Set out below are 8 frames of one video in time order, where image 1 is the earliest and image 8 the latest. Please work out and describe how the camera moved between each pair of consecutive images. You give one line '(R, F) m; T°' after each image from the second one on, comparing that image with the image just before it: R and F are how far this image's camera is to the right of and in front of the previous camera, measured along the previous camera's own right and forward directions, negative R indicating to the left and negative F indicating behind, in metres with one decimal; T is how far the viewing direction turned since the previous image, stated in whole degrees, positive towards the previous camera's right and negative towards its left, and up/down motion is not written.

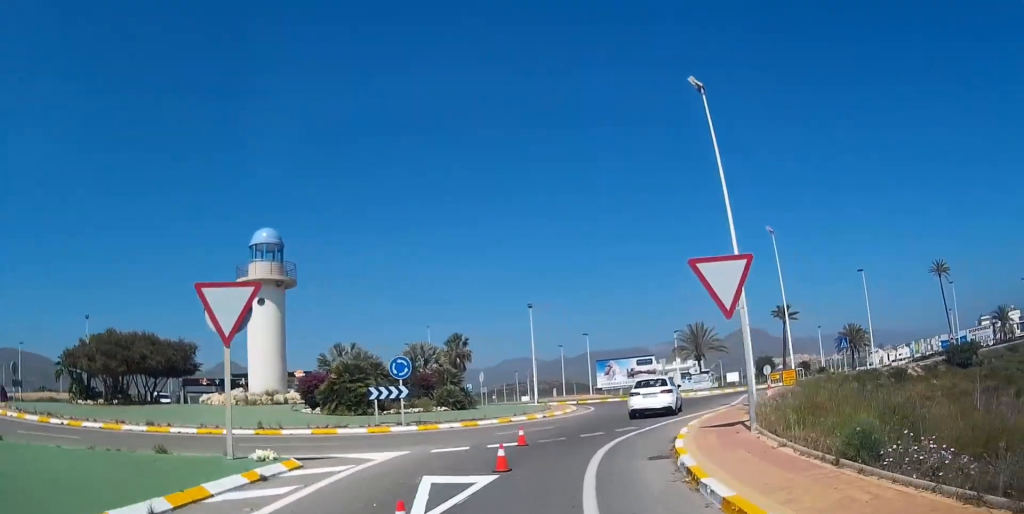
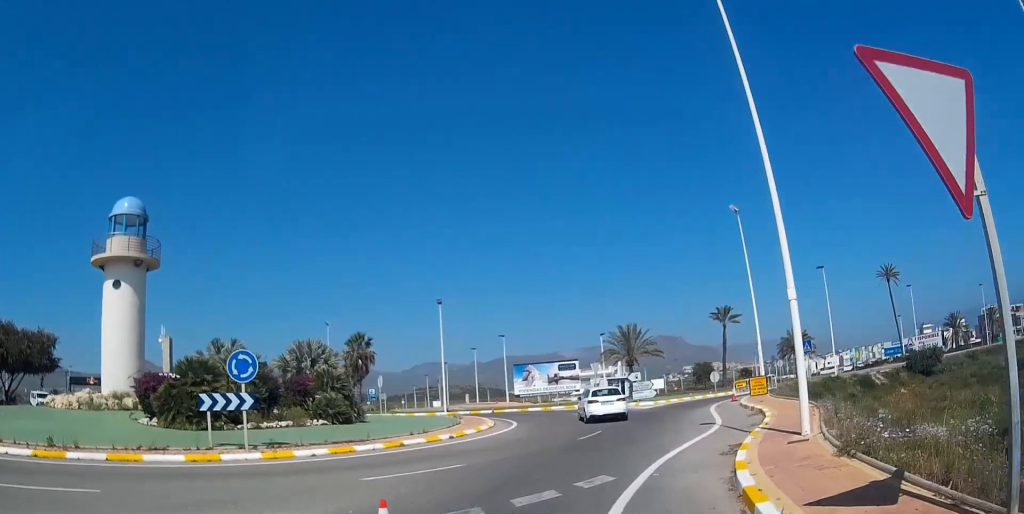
(+0.6, +11.3) m; +6°
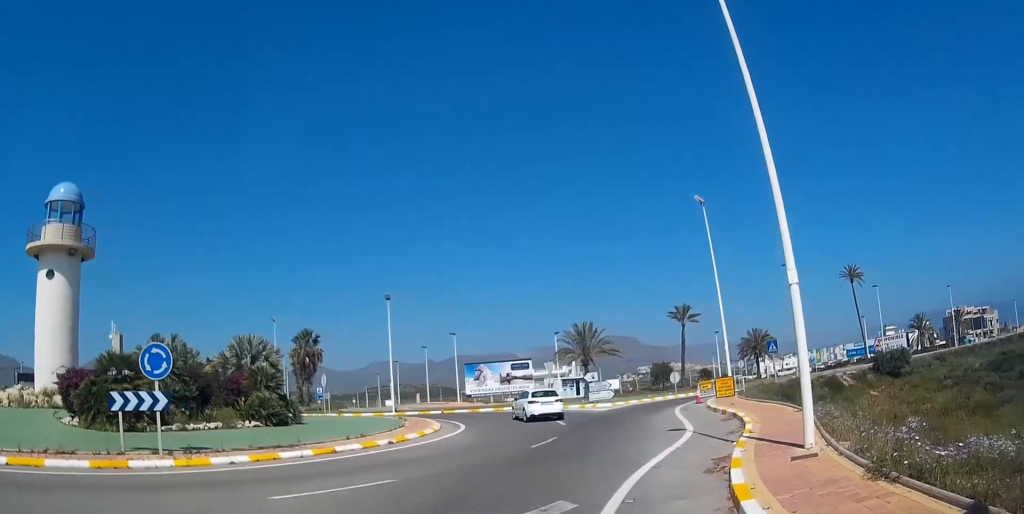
(0.0, +3.3) m; 0°
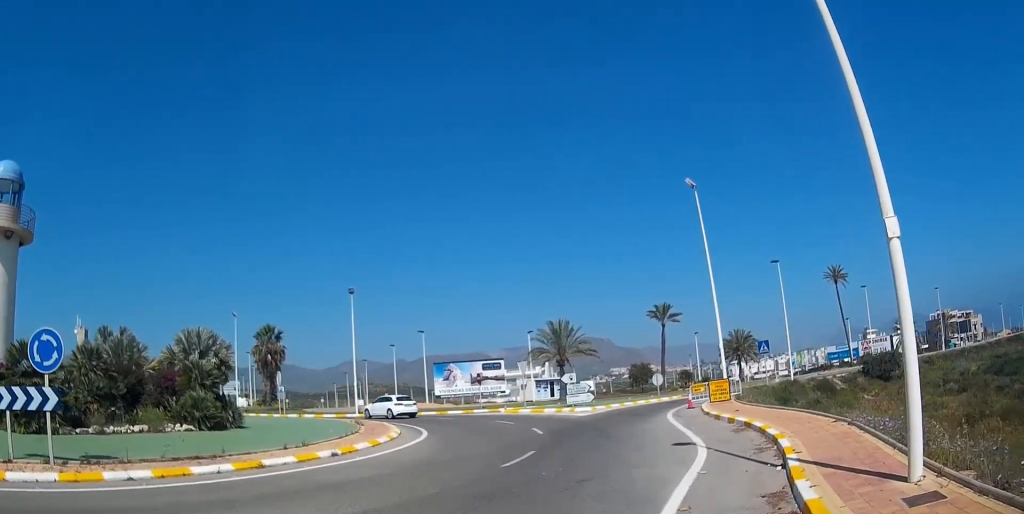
(0.0, +7.9) m; +2°
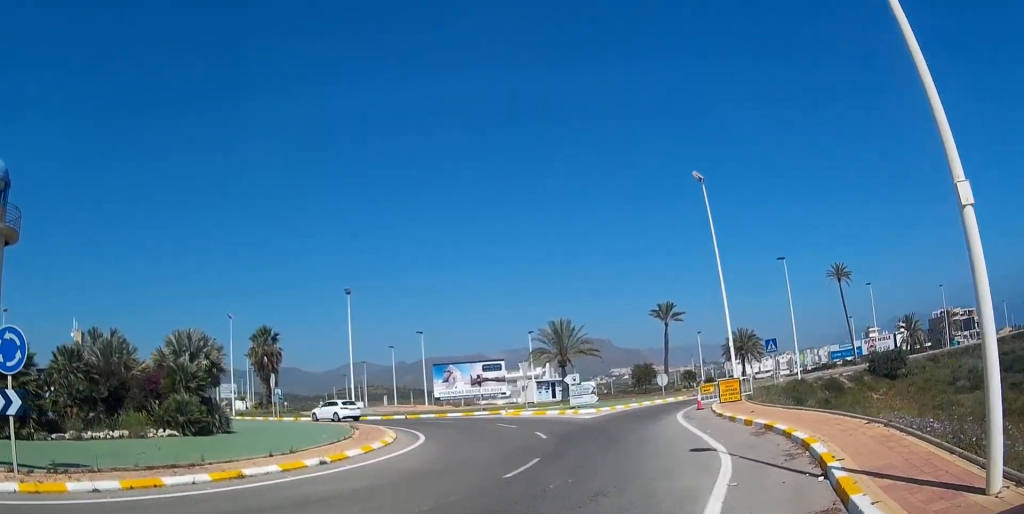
(0.0, +1.8) m; +2°
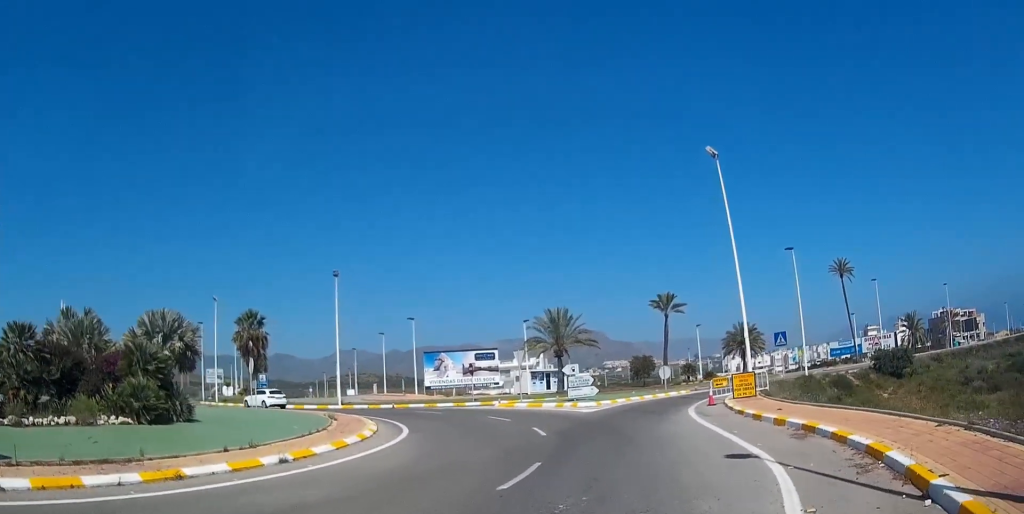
(0.0, +1.8) m; +2°
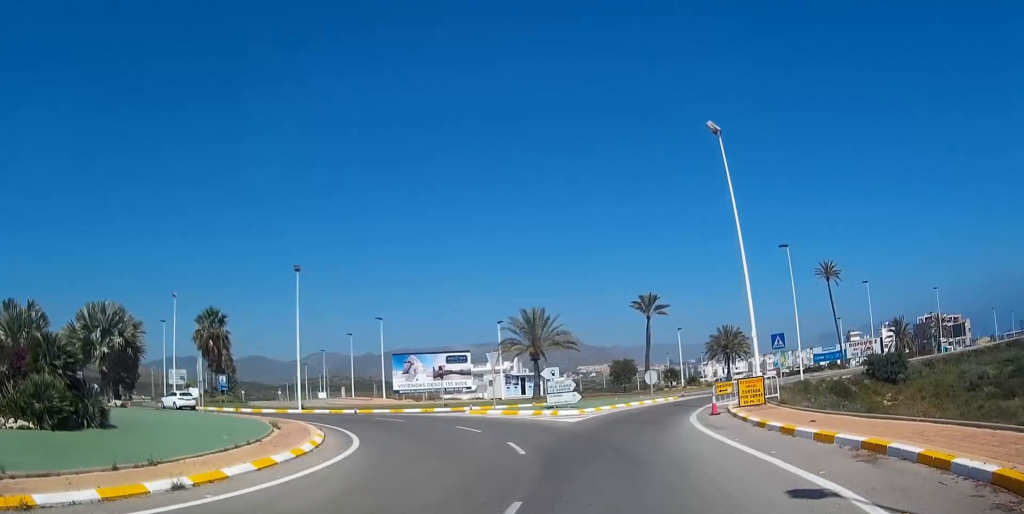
(0.0, +2.0) m; +5°
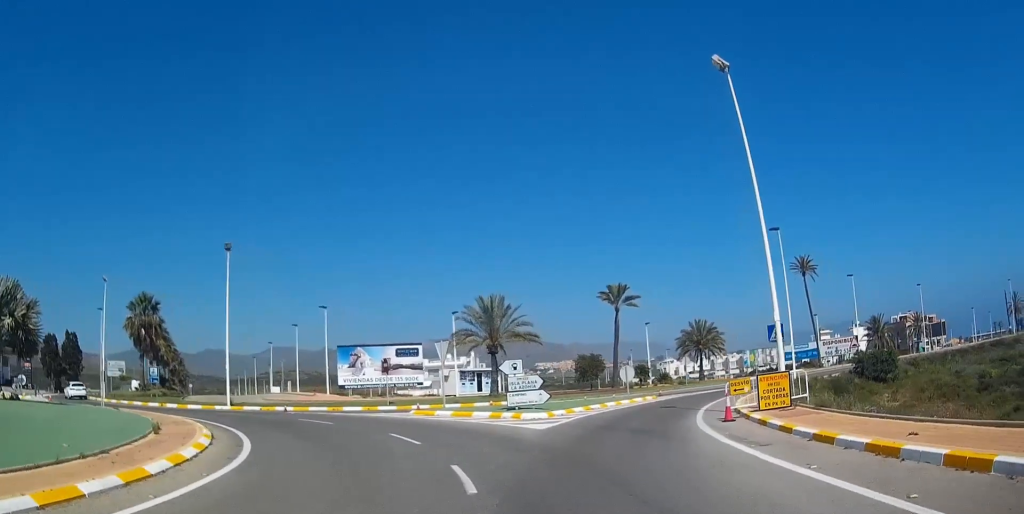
(+0.2, +3.1) m; +8°
